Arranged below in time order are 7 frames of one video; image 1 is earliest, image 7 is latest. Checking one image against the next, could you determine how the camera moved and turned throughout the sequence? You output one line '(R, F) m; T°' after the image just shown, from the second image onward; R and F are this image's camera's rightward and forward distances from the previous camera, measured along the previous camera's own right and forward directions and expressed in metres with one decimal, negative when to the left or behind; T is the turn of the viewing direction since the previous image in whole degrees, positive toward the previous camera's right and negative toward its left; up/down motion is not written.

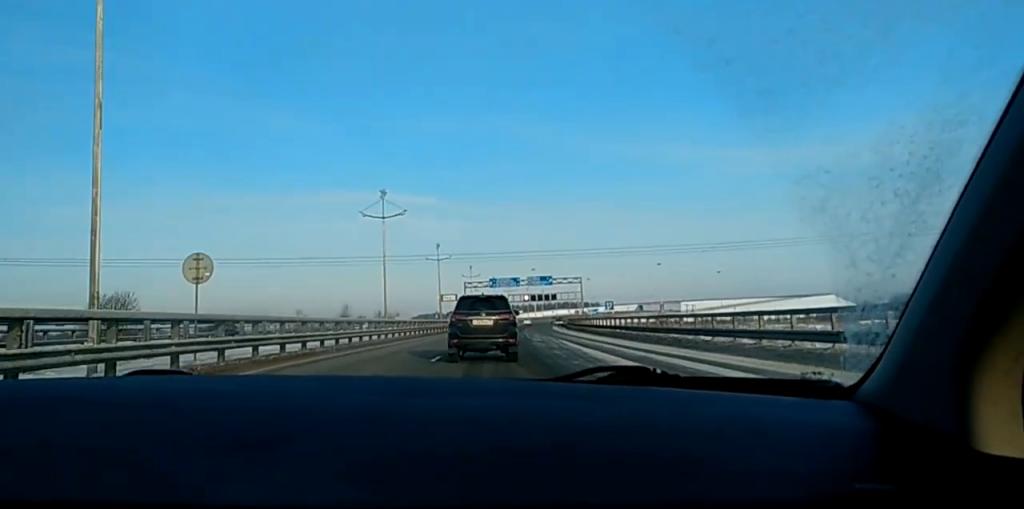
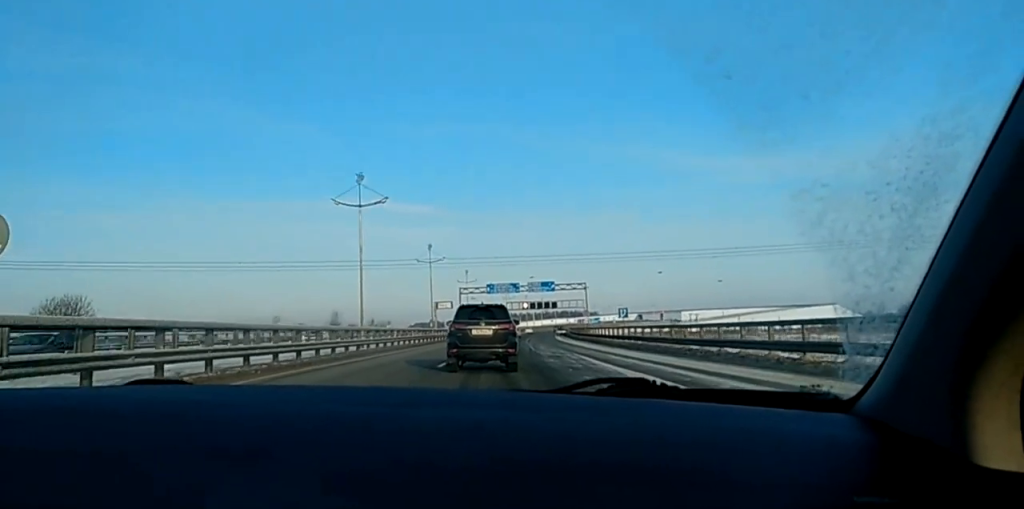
(0.0, +10.6) m; -1°
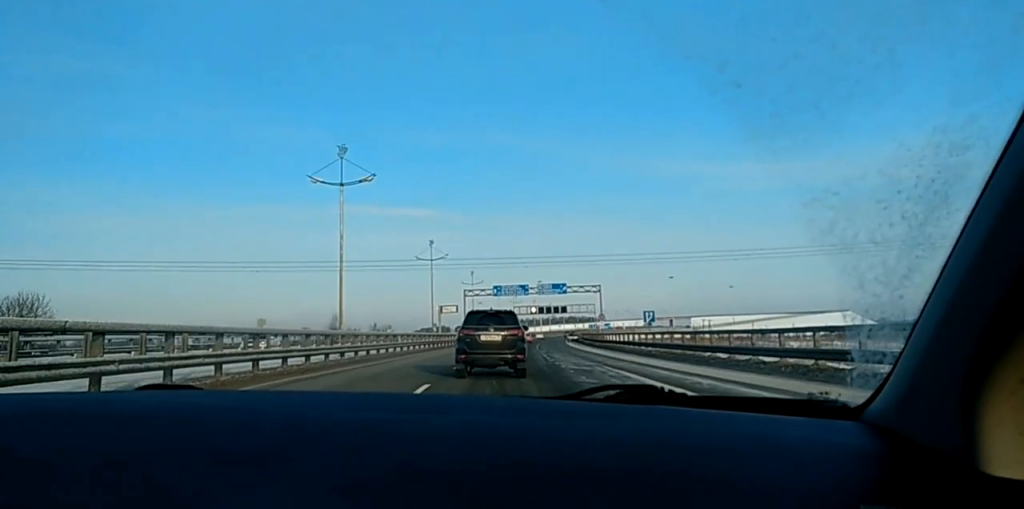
(-0.1, +8.8) m; 0°
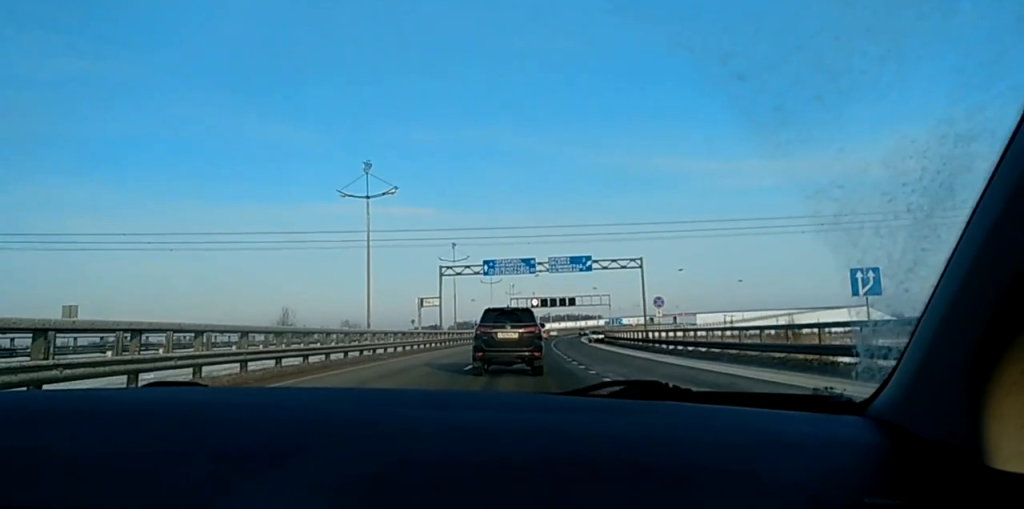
(+0.5, +37.6) m; +2°
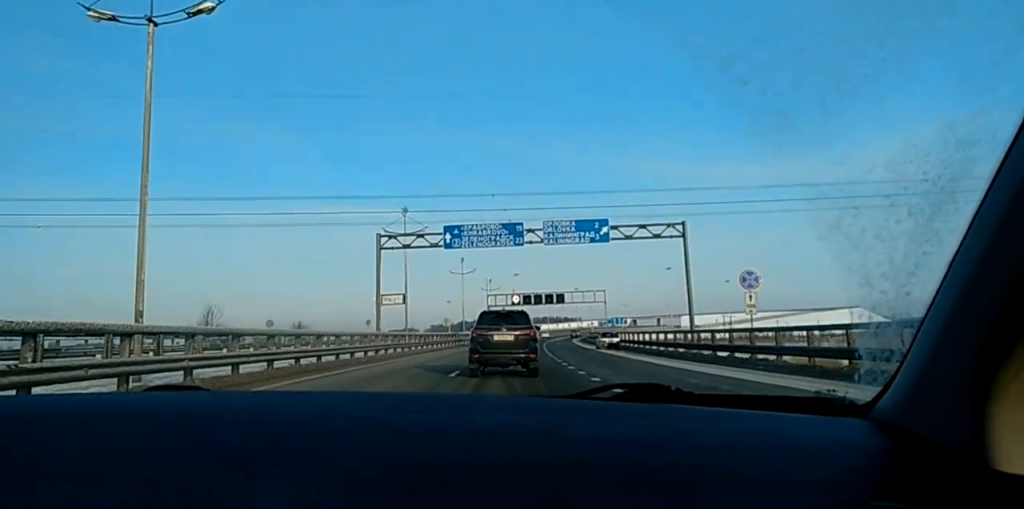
(0.0, +26.9) m; 0°
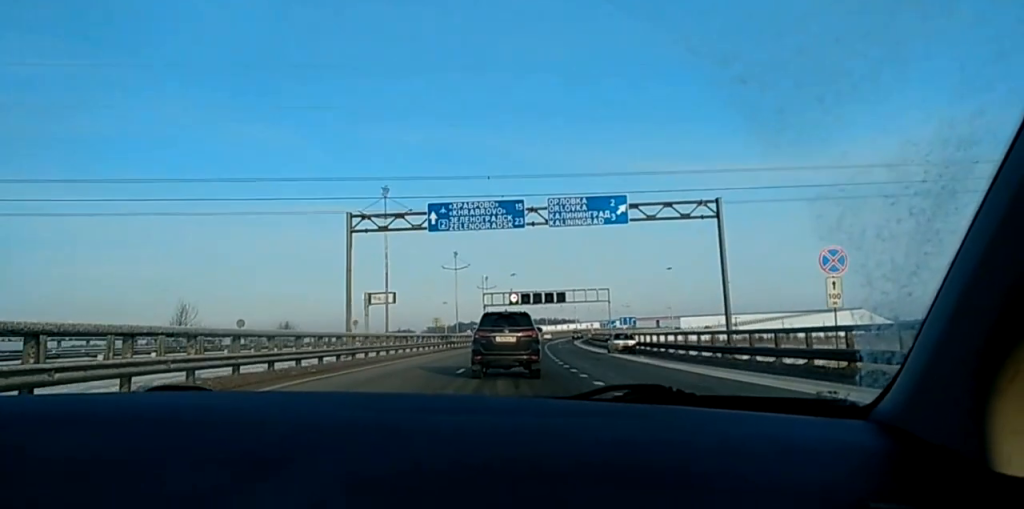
(0.0, +8.7) m; 0°
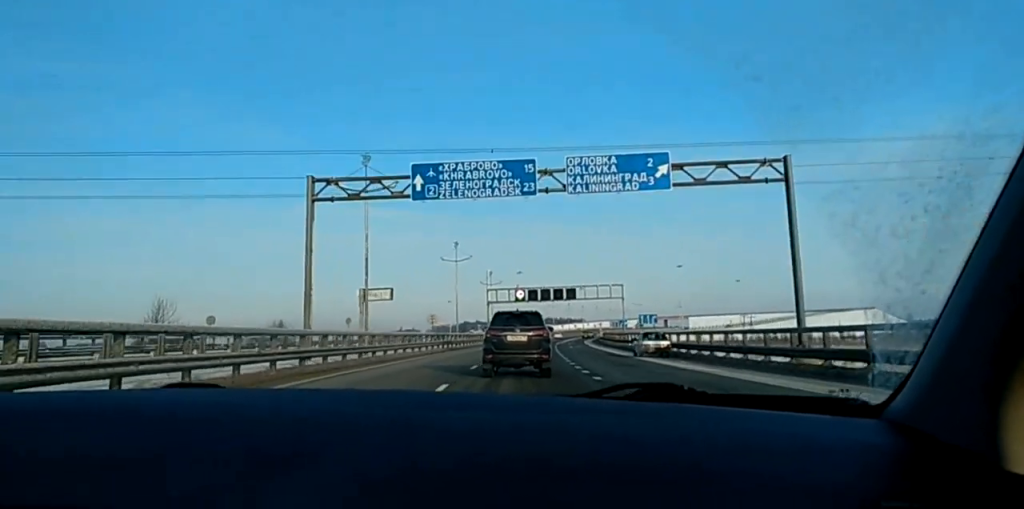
(-0.1, +9.5) m; 0°
